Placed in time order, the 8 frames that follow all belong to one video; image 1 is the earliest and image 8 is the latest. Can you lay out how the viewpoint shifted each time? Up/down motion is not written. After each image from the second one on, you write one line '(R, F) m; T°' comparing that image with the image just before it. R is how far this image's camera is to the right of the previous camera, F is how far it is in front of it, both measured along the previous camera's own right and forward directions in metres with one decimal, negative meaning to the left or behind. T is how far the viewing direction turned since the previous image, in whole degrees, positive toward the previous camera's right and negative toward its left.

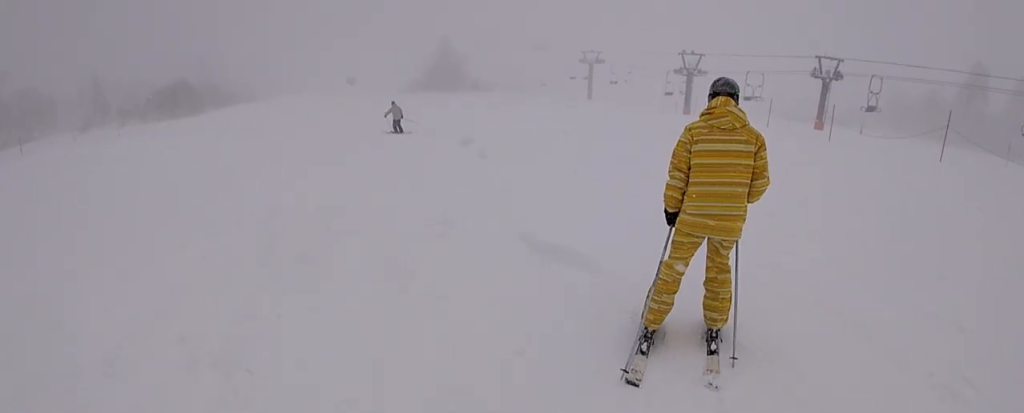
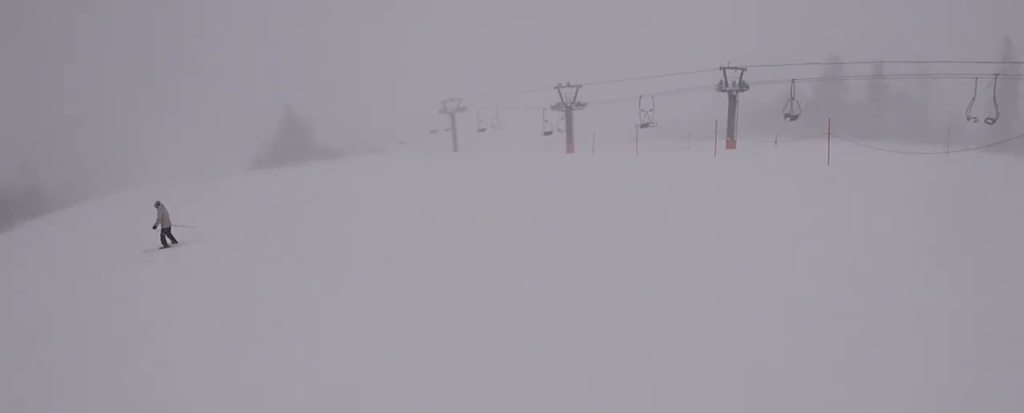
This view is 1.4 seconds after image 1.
(+0.9, +8.9) m; +6°
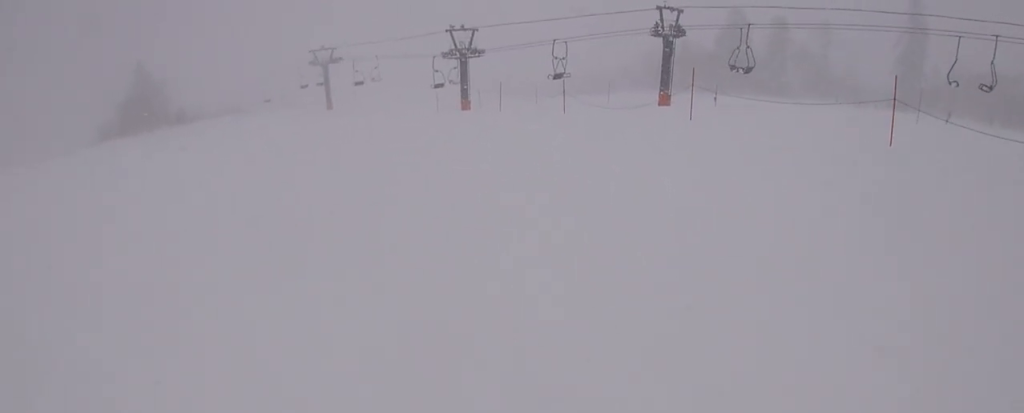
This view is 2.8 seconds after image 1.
(+0.8, +8.3) m; +8°
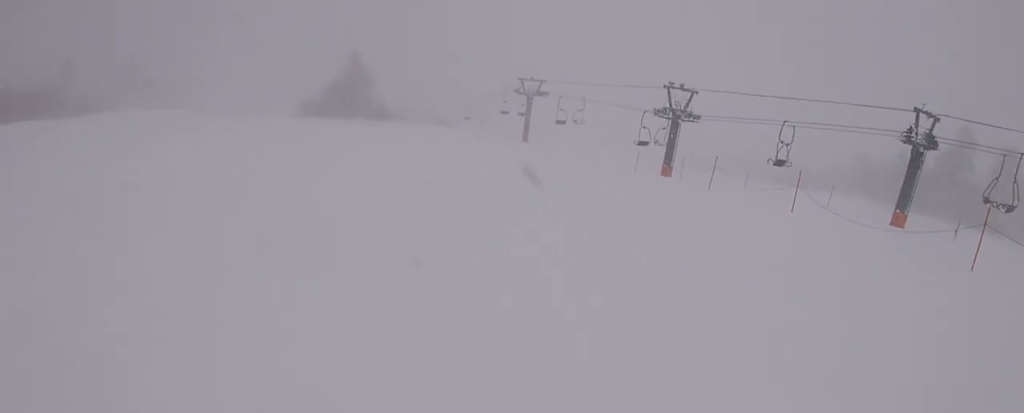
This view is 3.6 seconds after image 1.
(+0.1, +4.4) m; -13°
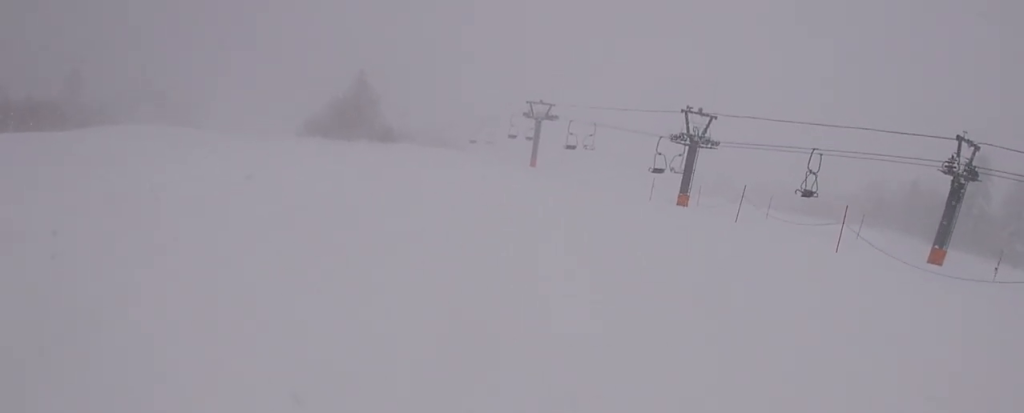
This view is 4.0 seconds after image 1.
(-0.3, +2.5) m; -10°
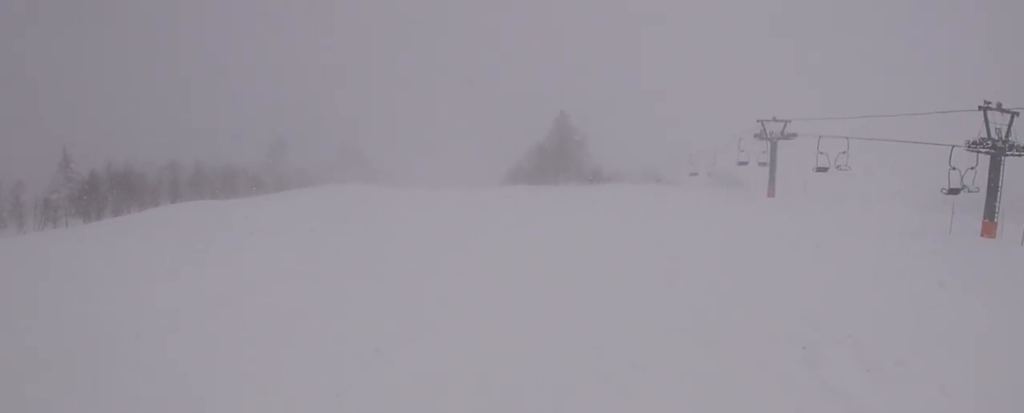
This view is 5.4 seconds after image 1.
(-2.5, +7.5) m; -24°
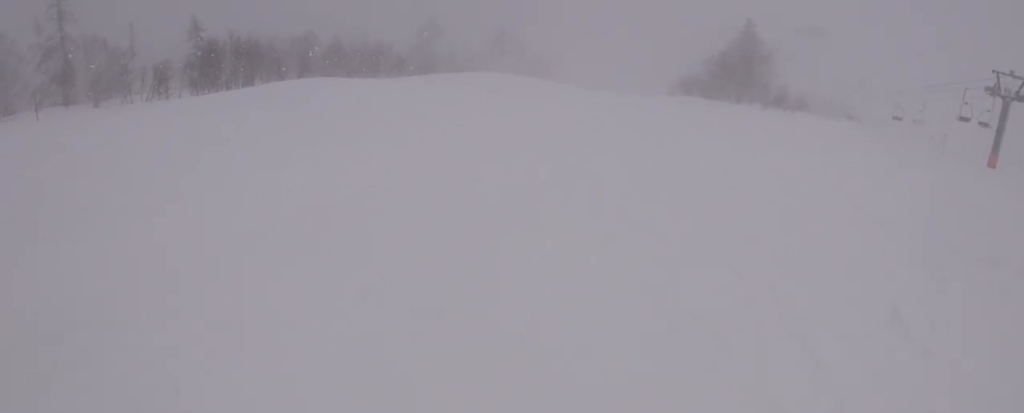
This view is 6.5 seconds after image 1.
(-0.2, +5.5) m; +5°
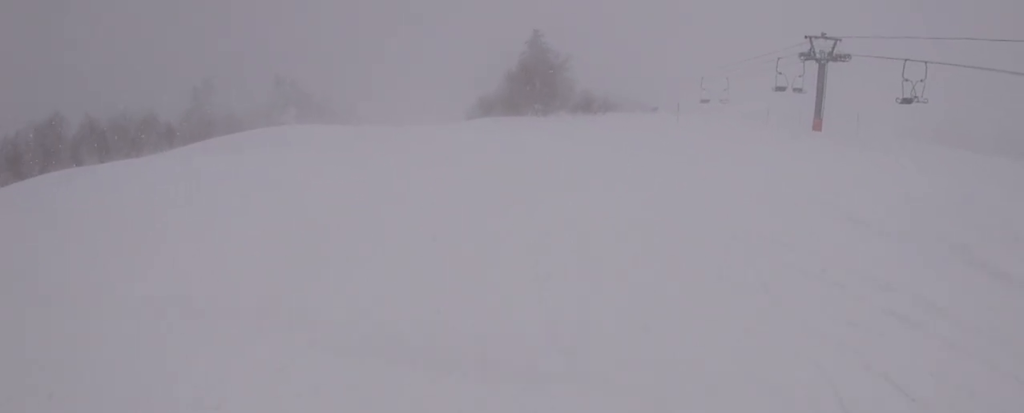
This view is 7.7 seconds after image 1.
(+0.7, +6.0) m; +15°
